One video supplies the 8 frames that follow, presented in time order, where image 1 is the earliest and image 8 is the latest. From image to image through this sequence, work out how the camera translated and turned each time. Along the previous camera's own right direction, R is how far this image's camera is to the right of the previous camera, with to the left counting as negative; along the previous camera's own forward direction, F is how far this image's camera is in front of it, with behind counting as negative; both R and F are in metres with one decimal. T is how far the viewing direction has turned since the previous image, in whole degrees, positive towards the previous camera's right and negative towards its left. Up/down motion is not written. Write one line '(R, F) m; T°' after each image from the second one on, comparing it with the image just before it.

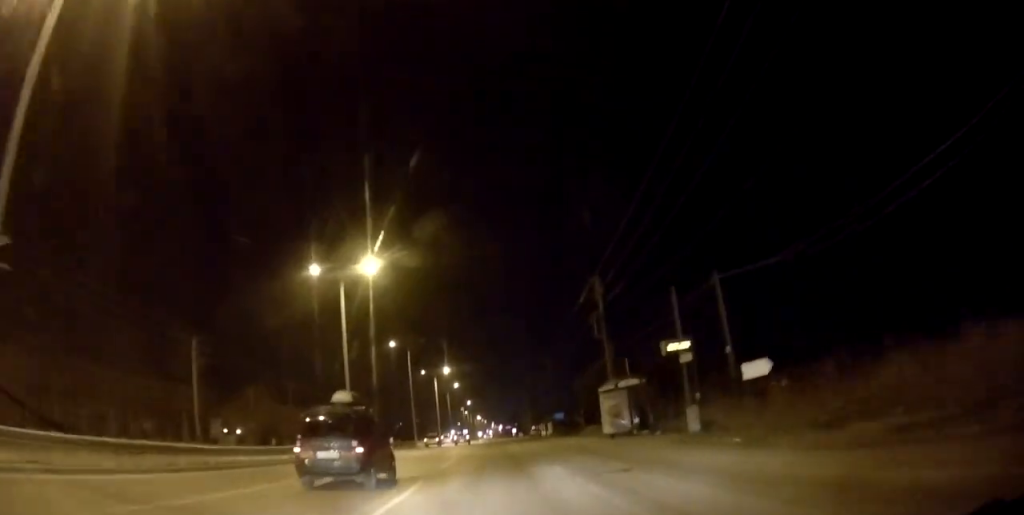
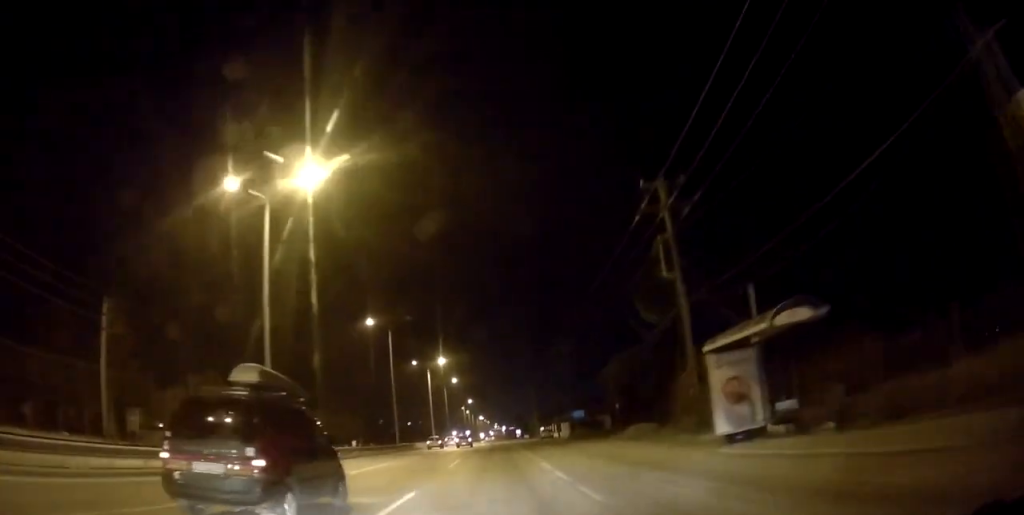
(+0.8, +15.6) m; 0°
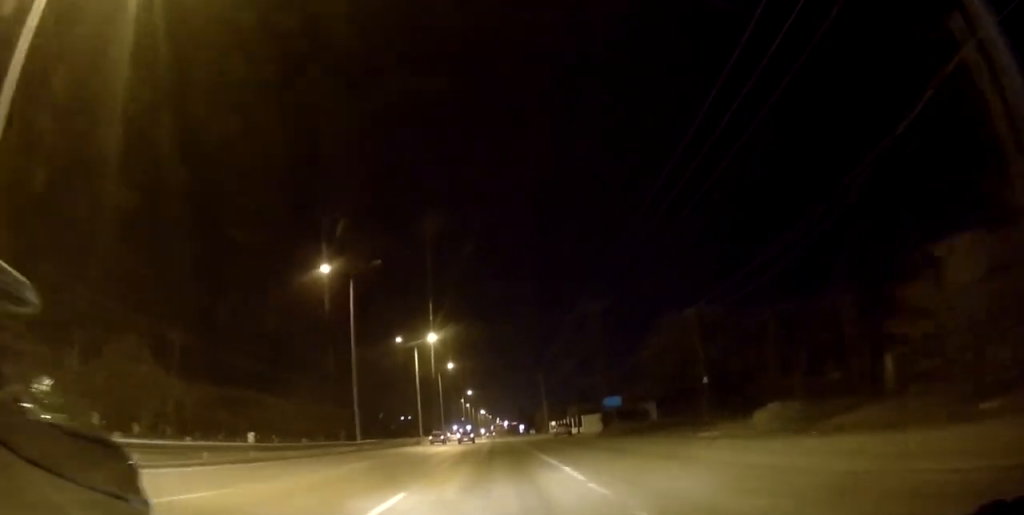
(-0.9, +17.5) m; -1°
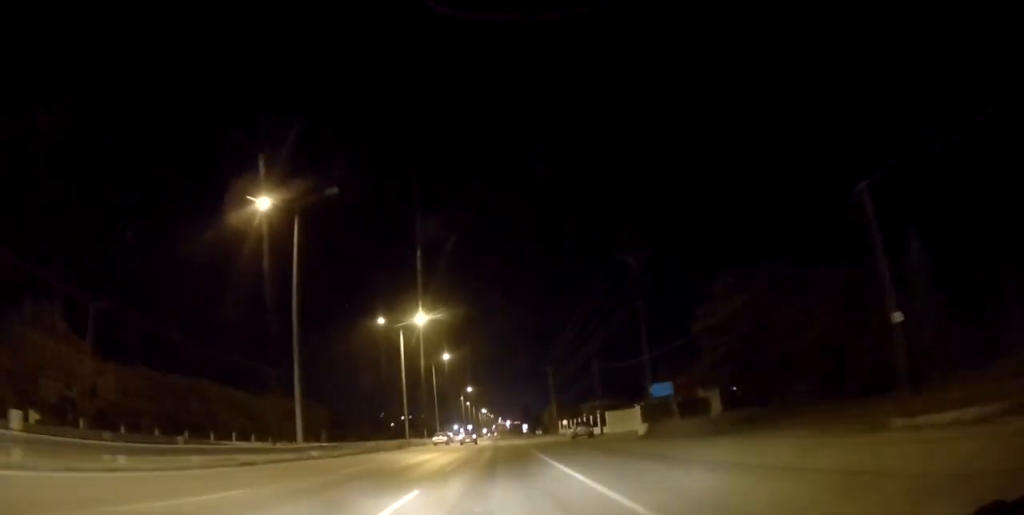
(+0.2, +12.6) m; 0°
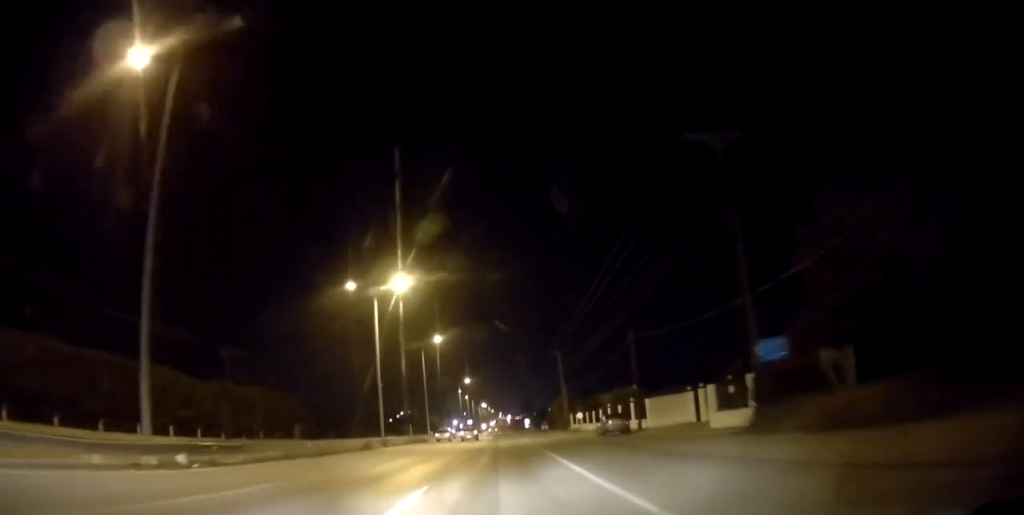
(+0.2, +13.2) m; 0°
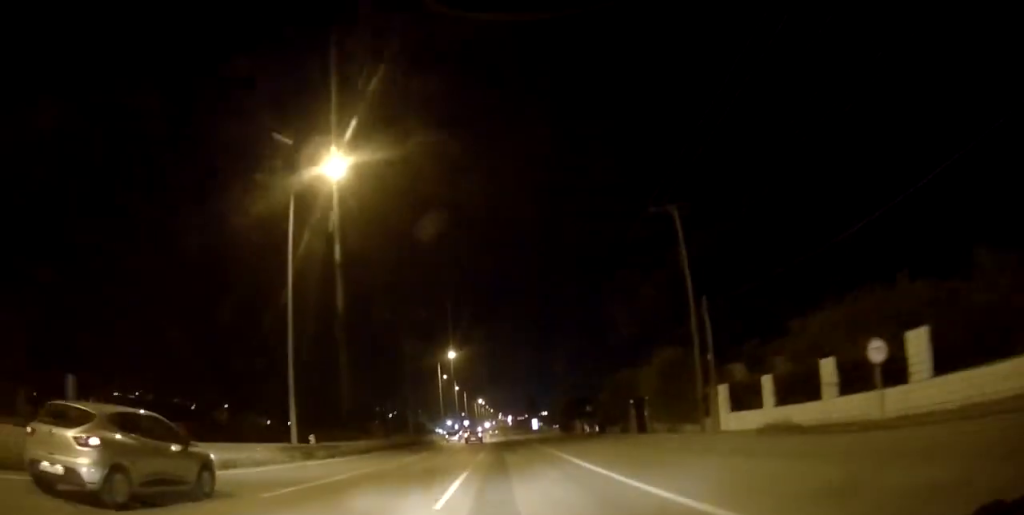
(+0.5, +51.4) m; 0°
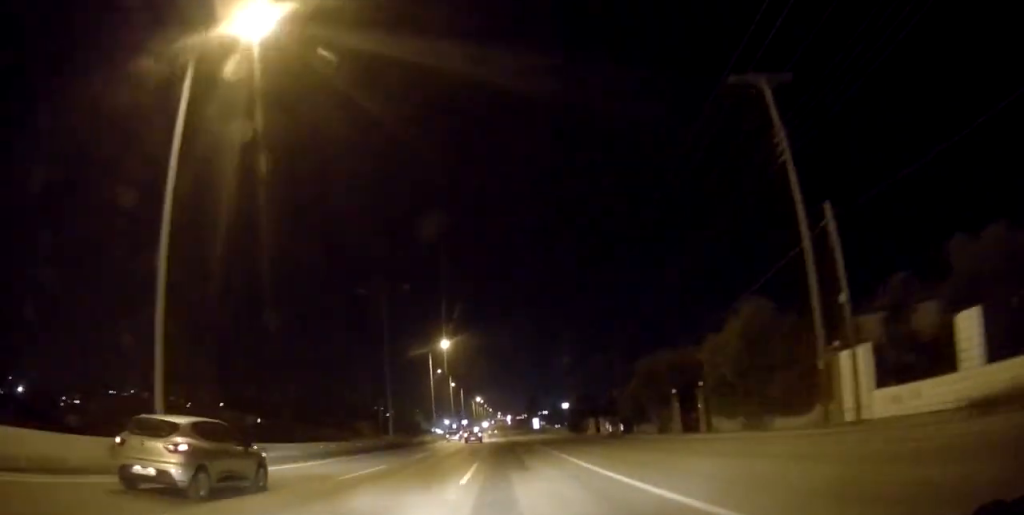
(-0.1, +10.9) m; 0°
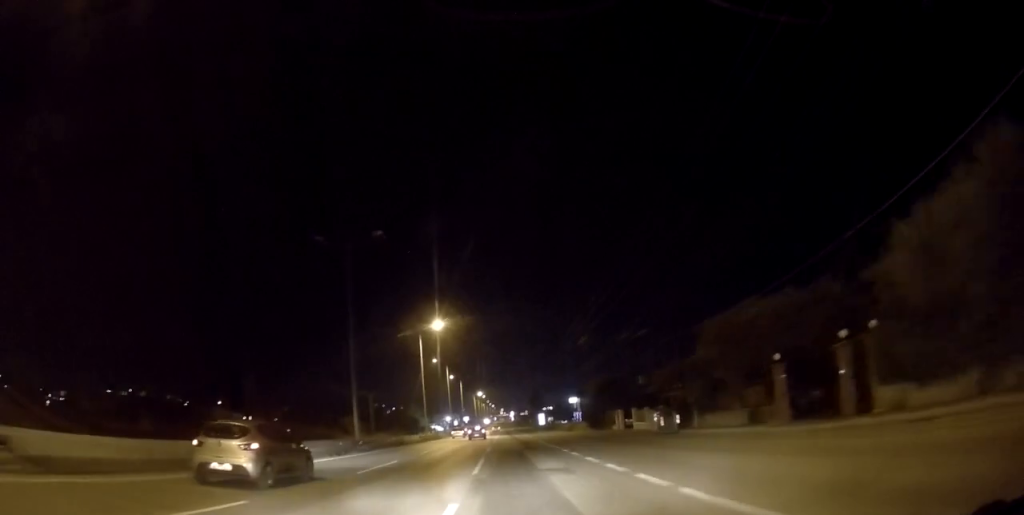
(-0.3, +12.8) m; 0°
